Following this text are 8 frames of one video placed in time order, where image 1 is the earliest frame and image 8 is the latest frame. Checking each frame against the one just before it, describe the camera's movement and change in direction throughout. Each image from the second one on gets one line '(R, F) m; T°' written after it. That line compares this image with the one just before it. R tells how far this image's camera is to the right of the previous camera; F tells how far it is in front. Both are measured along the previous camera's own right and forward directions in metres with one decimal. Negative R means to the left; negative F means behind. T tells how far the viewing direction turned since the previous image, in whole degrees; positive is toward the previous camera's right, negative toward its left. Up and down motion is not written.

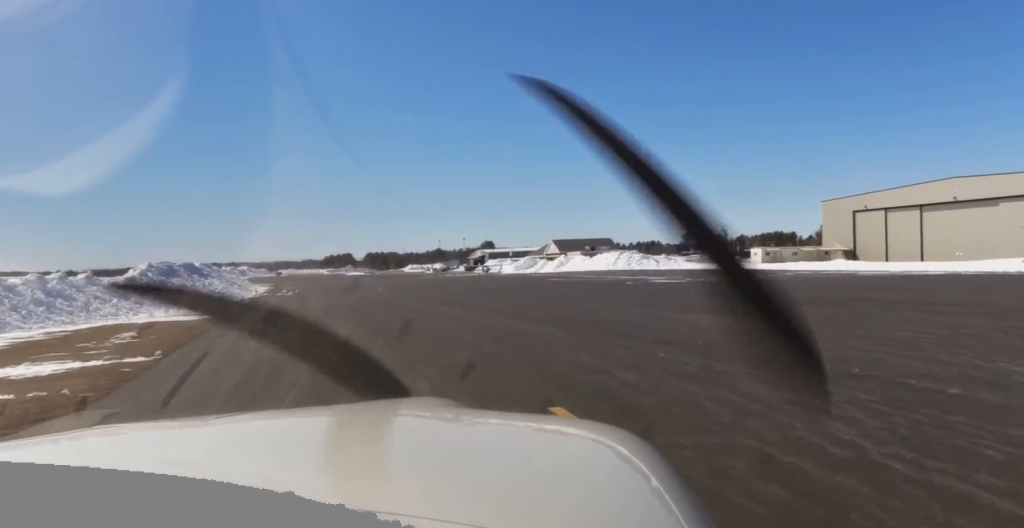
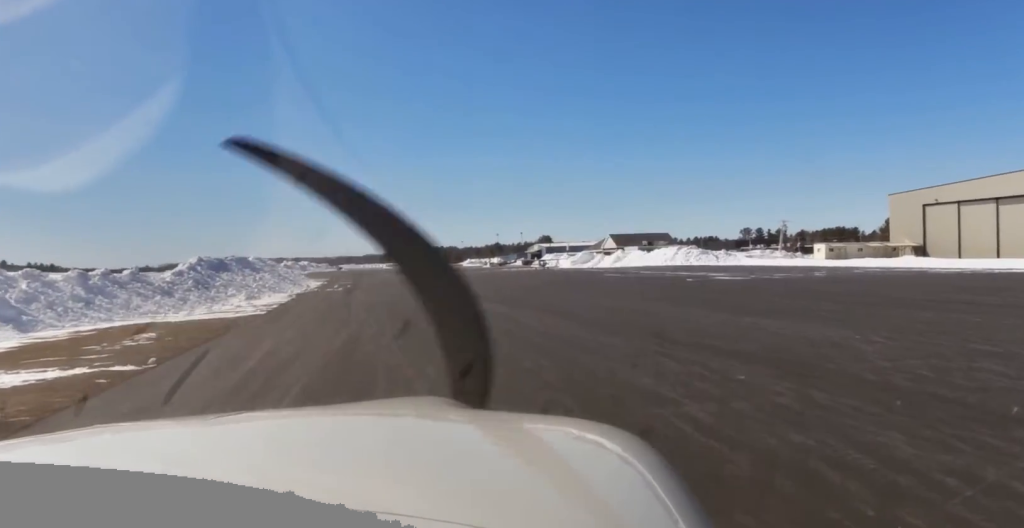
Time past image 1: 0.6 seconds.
(-0.7, +2.7) m; -10°
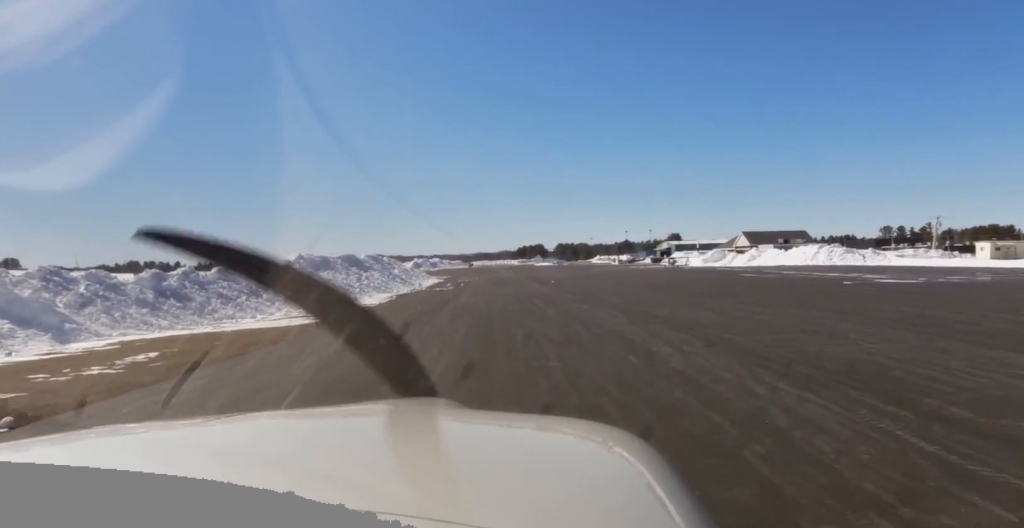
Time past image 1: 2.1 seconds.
(-1.1, +7.4) m; -16°
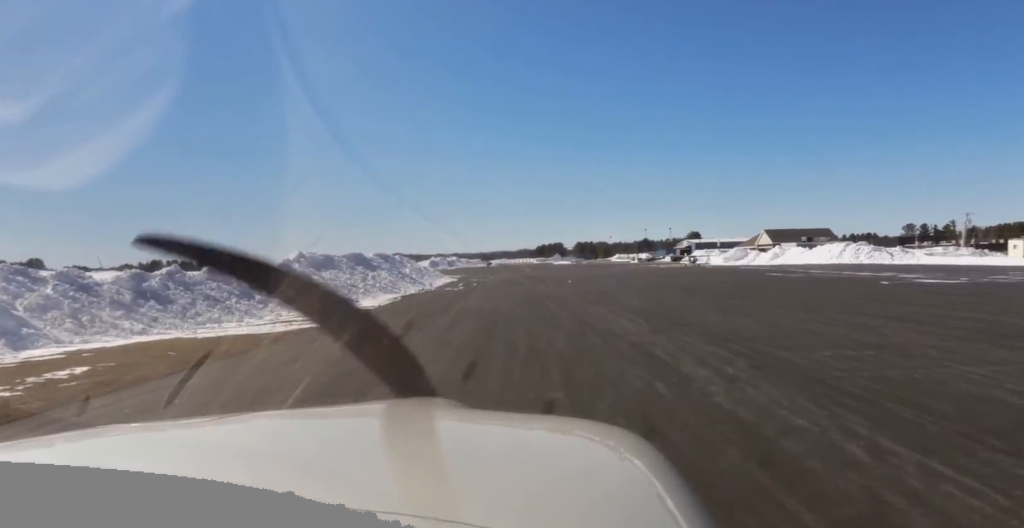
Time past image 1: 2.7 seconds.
(-0.4, +2.7) m; -6°
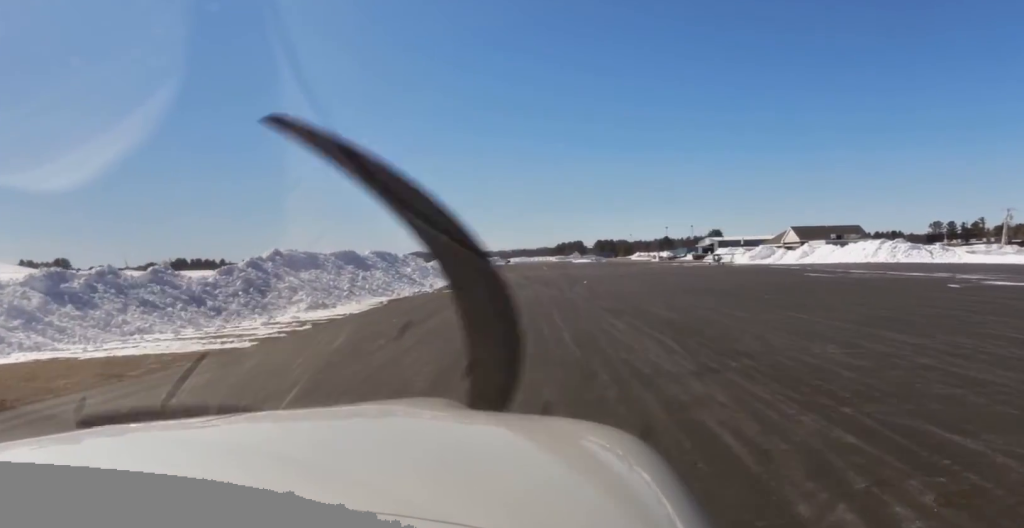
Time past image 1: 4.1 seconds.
(-0.4, +5.7) m; -5°
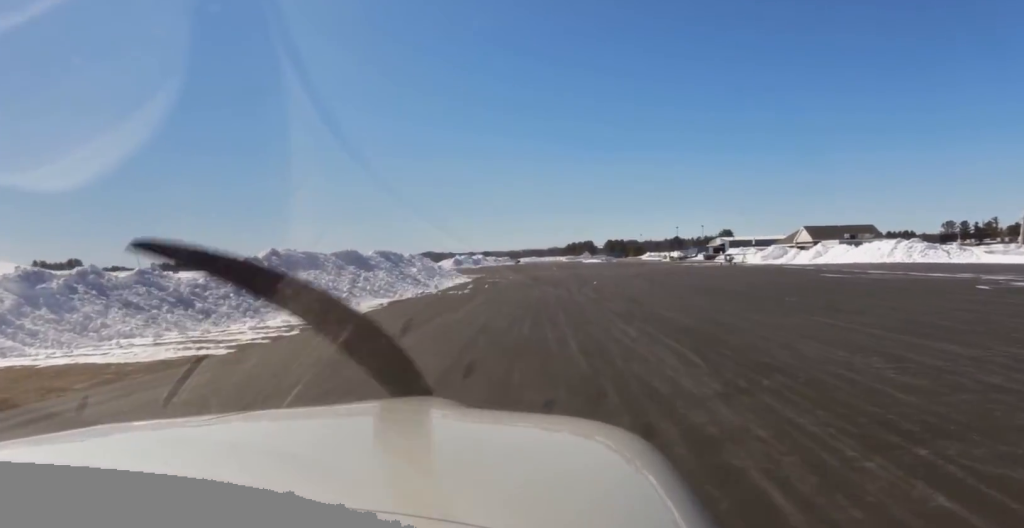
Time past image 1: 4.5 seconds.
(0.0, +1.5) m; 0°
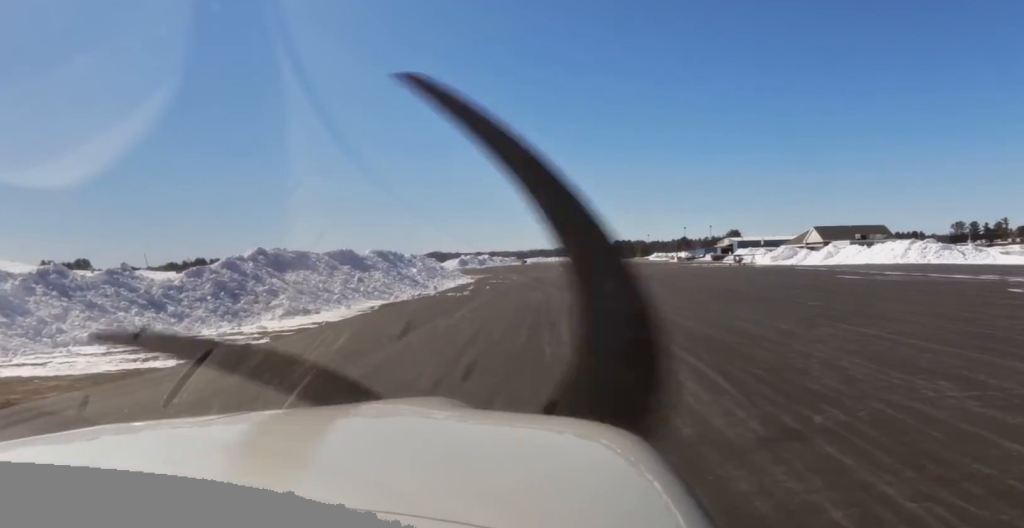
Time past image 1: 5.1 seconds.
(0.0, +2.0) m; 0°
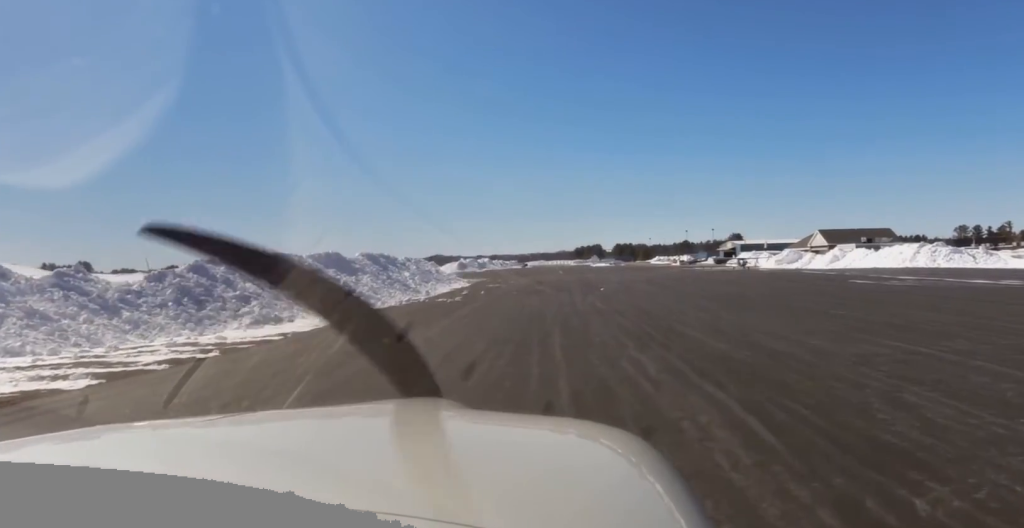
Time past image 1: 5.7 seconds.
(0.0, +2.3) m; 0°
